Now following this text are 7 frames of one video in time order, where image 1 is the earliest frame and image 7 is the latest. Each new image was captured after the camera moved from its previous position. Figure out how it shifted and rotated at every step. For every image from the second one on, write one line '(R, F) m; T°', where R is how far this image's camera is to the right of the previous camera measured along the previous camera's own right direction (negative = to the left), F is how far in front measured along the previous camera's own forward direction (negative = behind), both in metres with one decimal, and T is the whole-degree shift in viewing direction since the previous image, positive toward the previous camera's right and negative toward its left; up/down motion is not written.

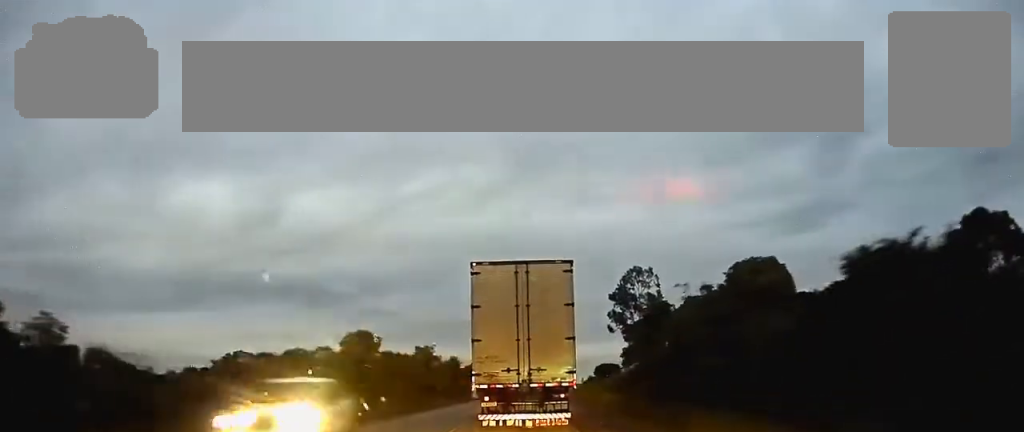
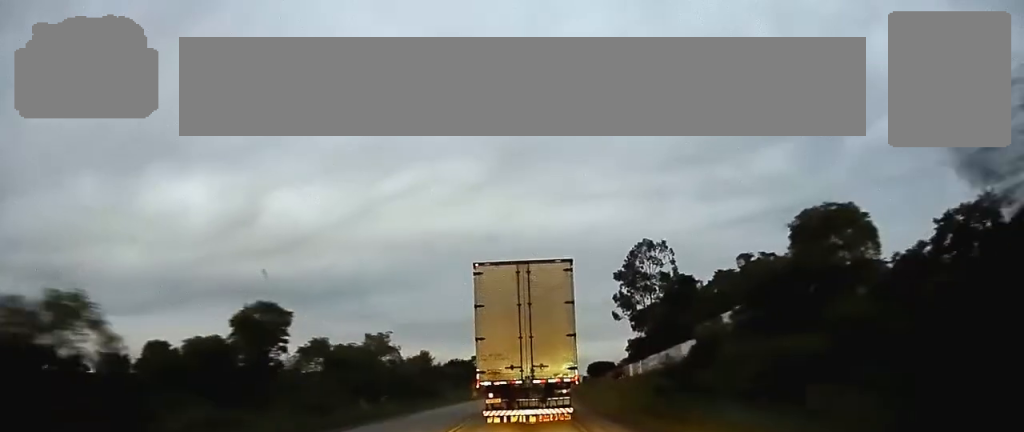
(0.0, +21.6) m; +1°
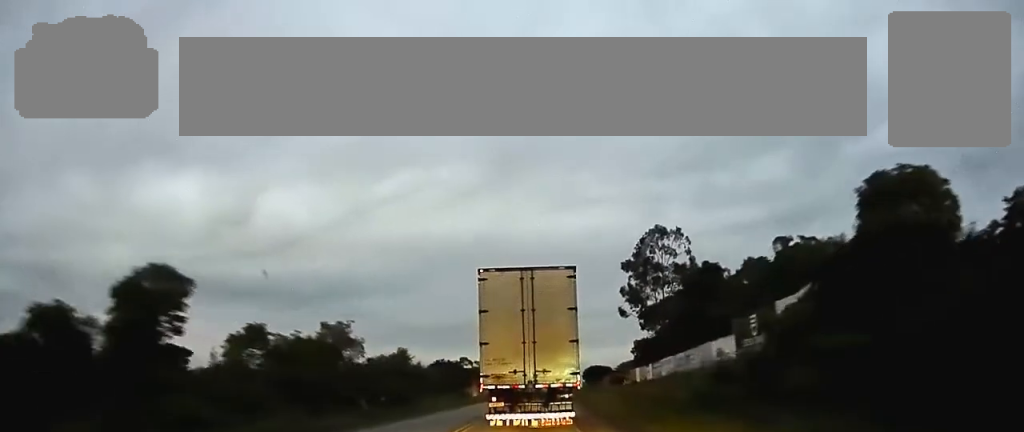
(+0.2, +12.5) m; +1°
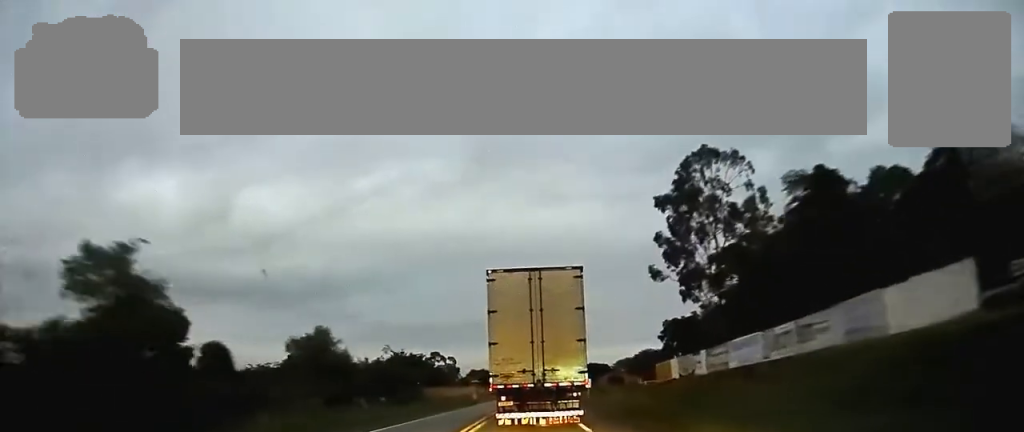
(+0.4, +29.2) m; +1°
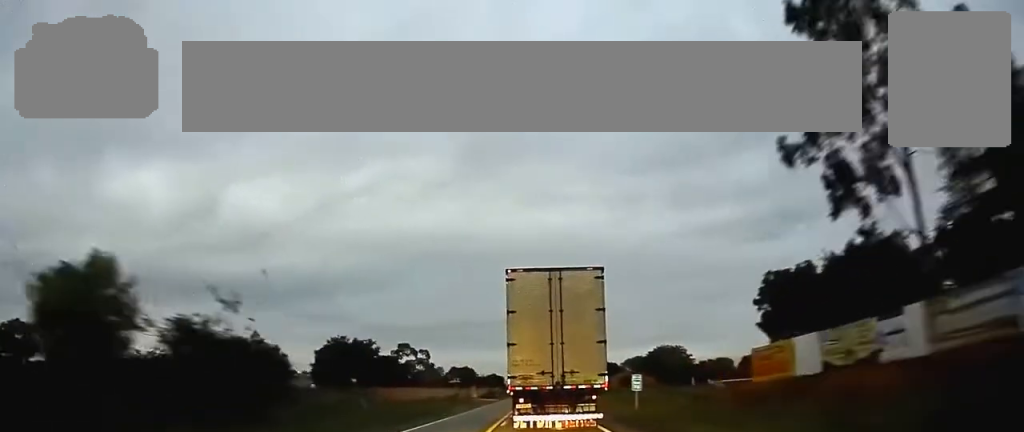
(+0.1, +31.2) m; 0°
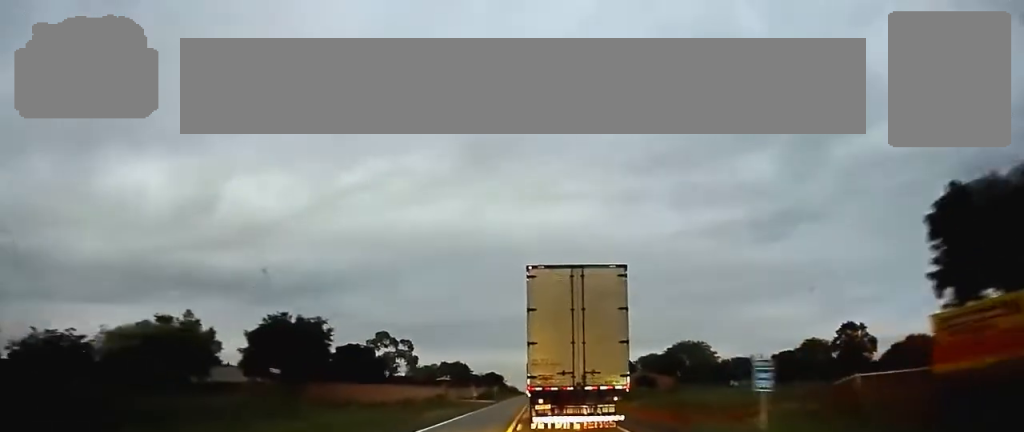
(0.0, +19.6) m; 0°
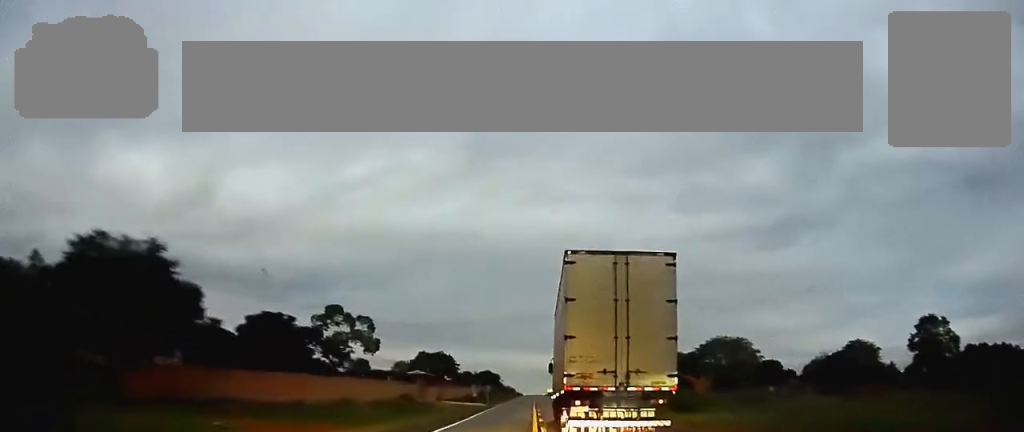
(+0.1, +26.3) m; 0°
